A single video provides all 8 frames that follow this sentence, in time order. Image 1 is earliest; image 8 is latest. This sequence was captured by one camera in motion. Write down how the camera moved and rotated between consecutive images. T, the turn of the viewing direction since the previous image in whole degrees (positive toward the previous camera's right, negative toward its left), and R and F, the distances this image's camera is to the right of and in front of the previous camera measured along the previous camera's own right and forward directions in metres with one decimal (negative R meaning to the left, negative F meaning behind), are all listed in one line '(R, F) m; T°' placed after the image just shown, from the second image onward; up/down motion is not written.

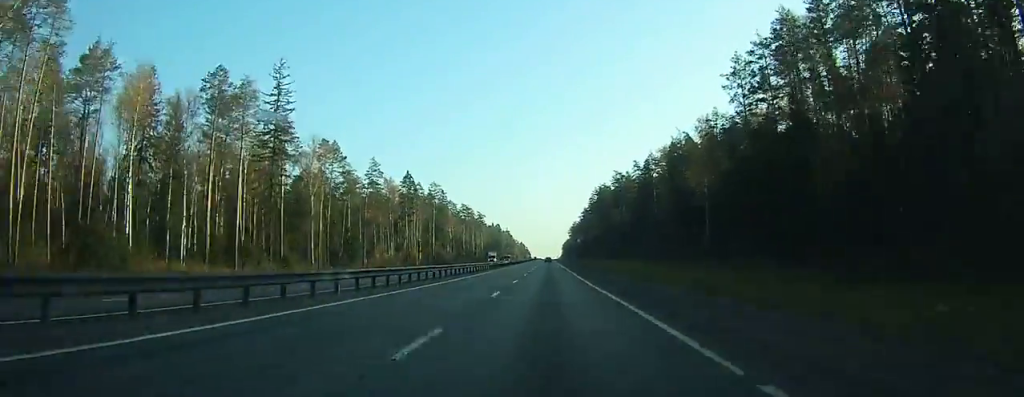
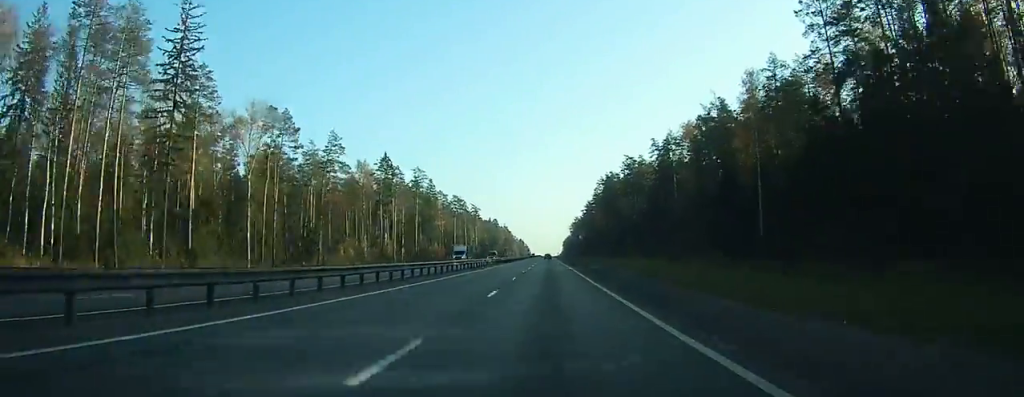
(0.0, +24.0) m; 0°
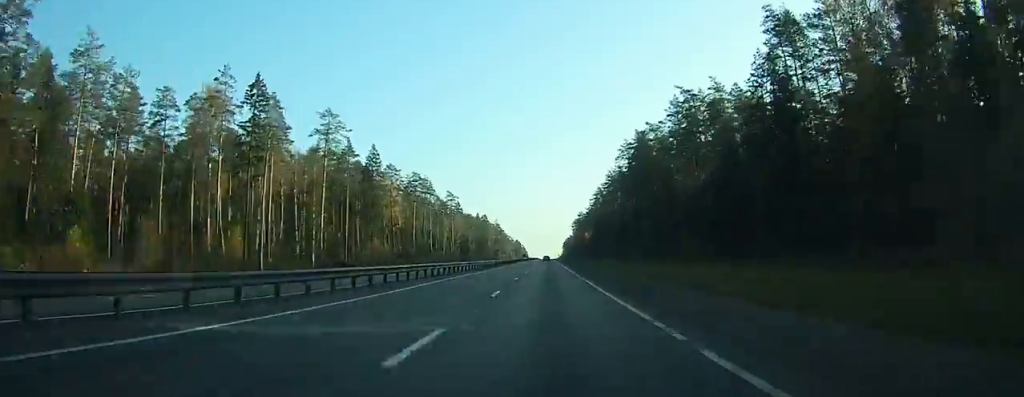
(-0.3, +68.8) m; 0°
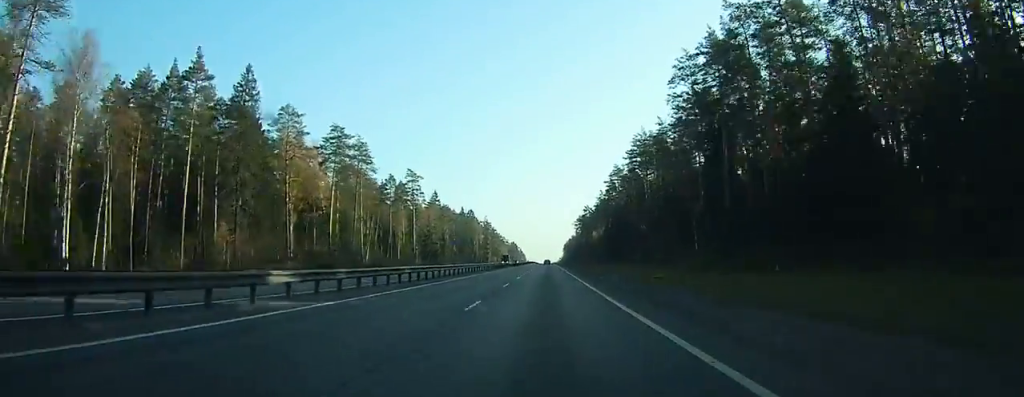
(-0.2, +64.8) m; 0°
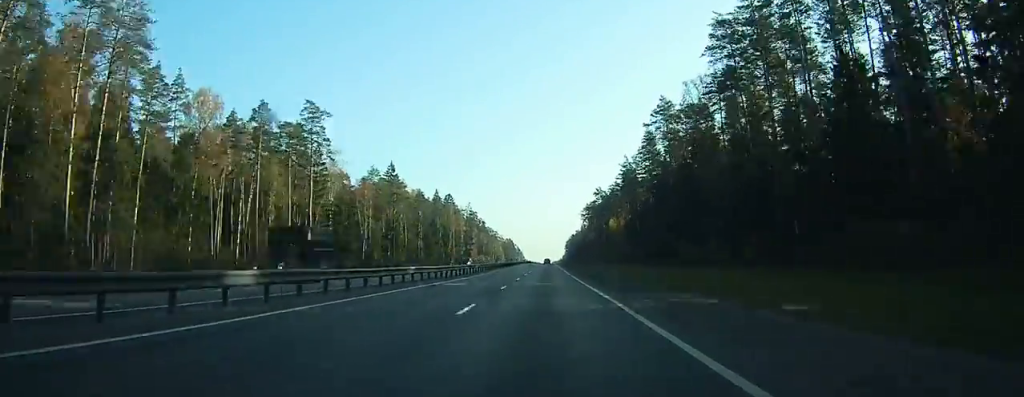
(+0.2, +73.0) m; 0°
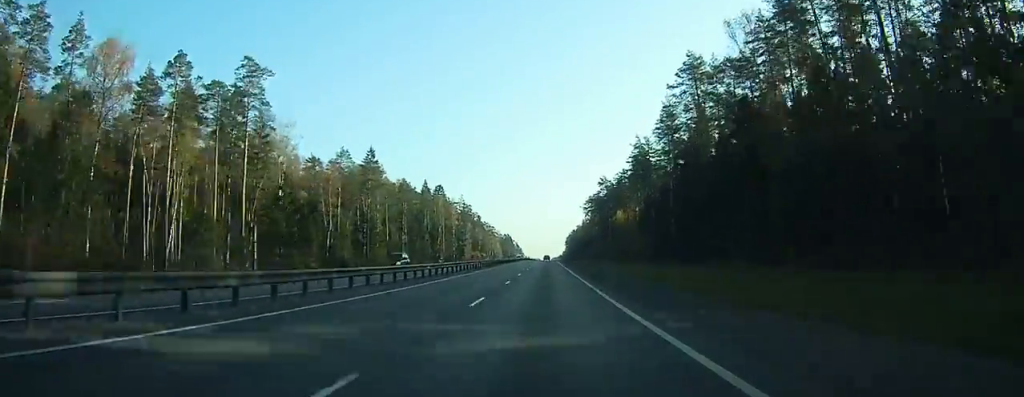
(+0.1, +21.6) m; 0°
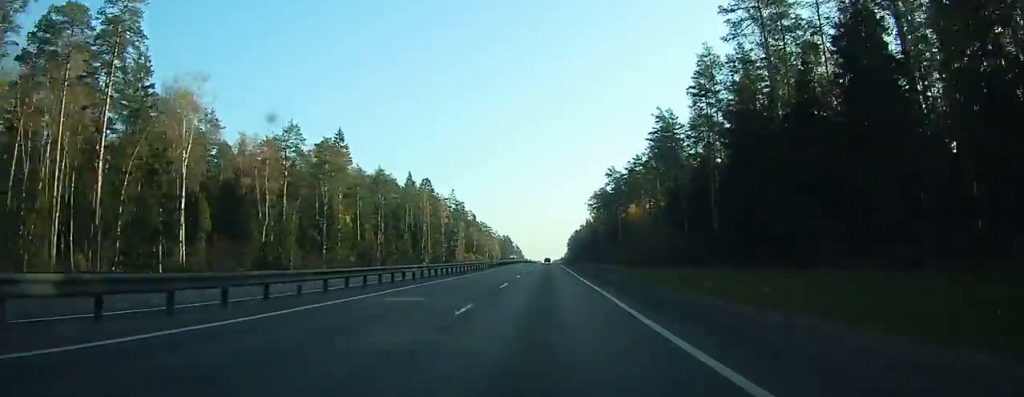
(0.0, +26.5) m; 0°
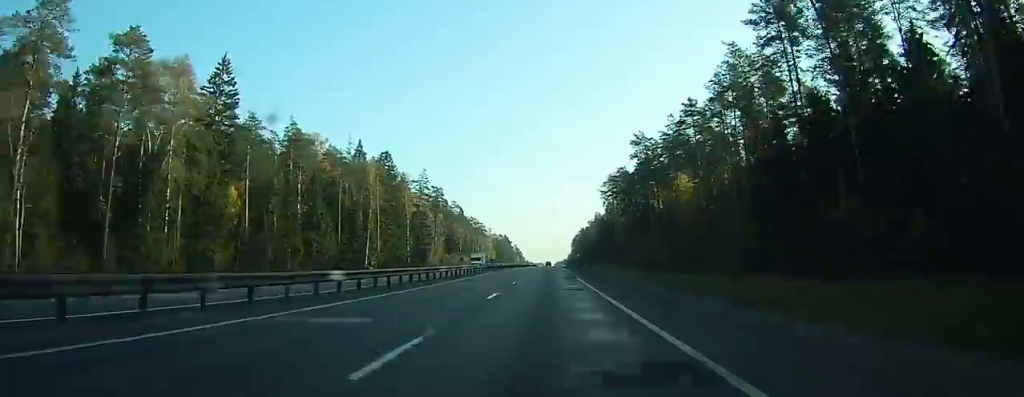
(-0.1, +54.7) m; 0°
